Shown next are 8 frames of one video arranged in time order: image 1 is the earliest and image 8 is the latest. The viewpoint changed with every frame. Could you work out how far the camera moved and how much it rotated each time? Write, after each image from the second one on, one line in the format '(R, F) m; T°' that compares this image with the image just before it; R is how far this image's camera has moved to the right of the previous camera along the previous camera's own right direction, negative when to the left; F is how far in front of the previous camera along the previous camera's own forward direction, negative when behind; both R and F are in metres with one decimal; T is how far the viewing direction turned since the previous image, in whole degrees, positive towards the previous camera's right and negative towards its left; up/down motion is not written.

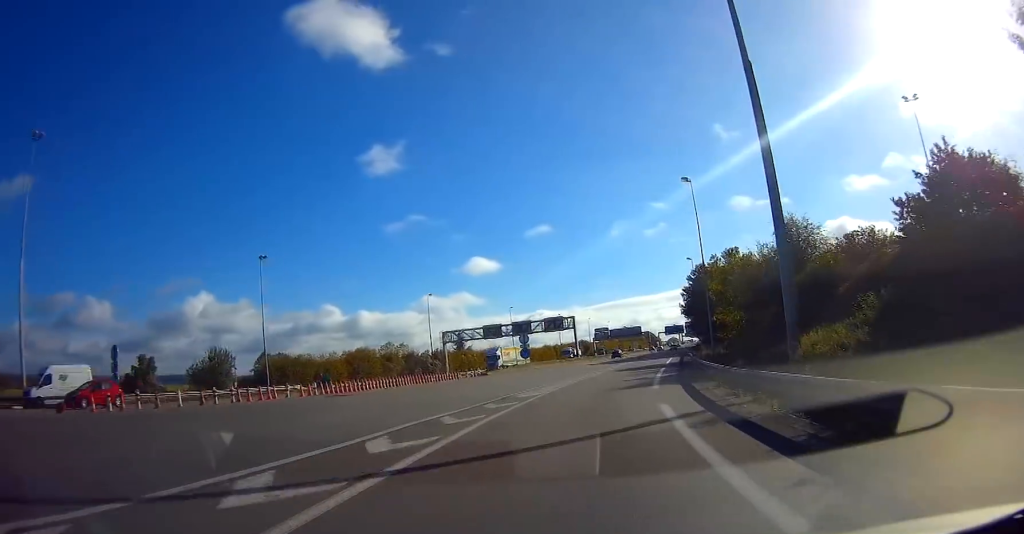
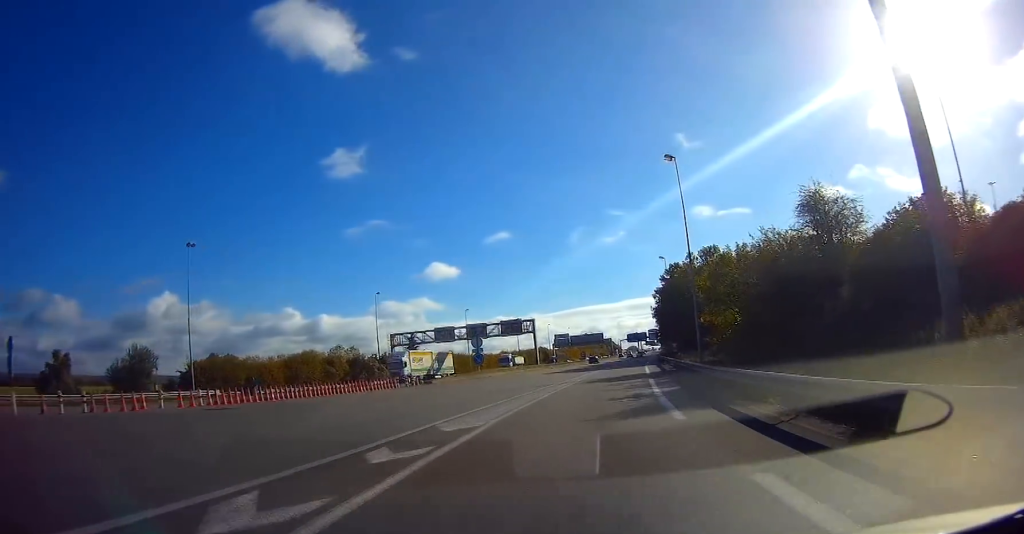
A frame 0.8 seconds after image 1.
(+0.1, +9.3) m; +3°
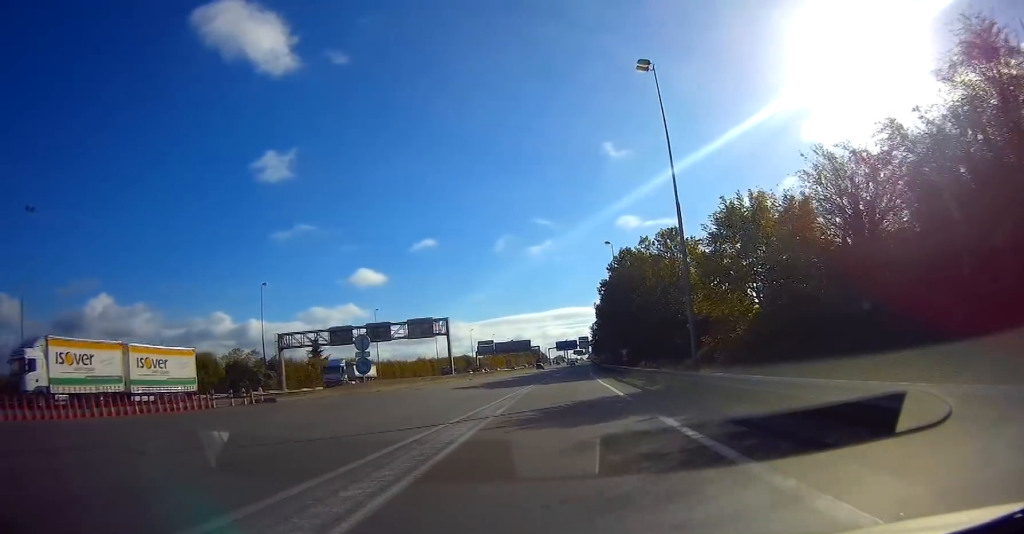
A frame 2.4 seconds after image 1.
(+1.7, +18.1) m; +8°
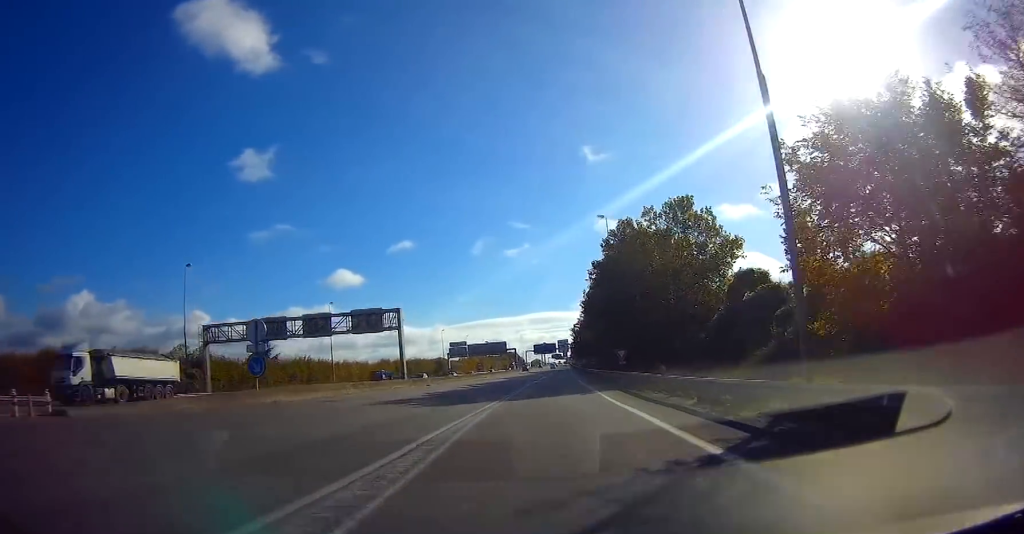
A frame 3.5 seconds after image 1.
(0.0, +14.7) m; +1°
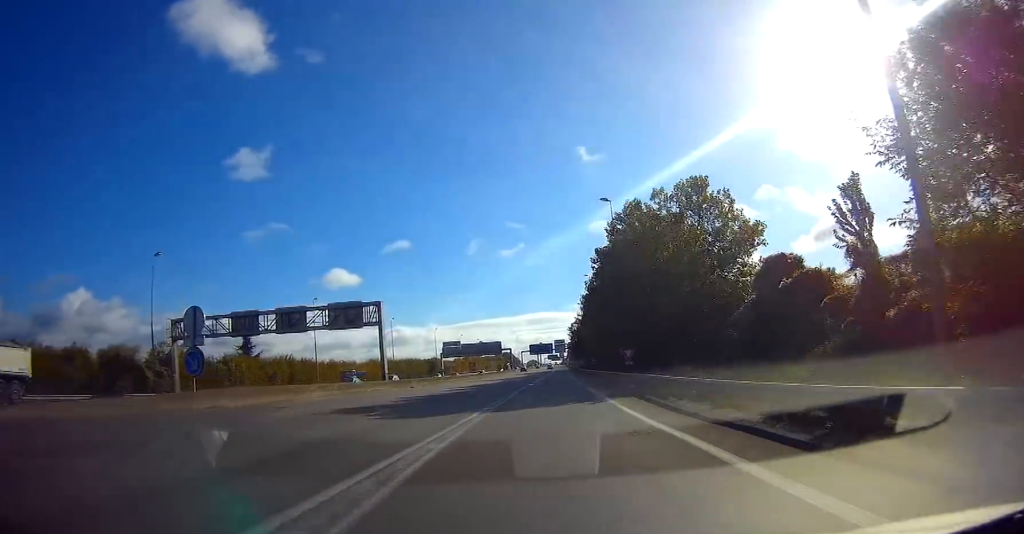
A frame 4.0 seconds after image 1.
(+0.1, +6.0) m; +1°
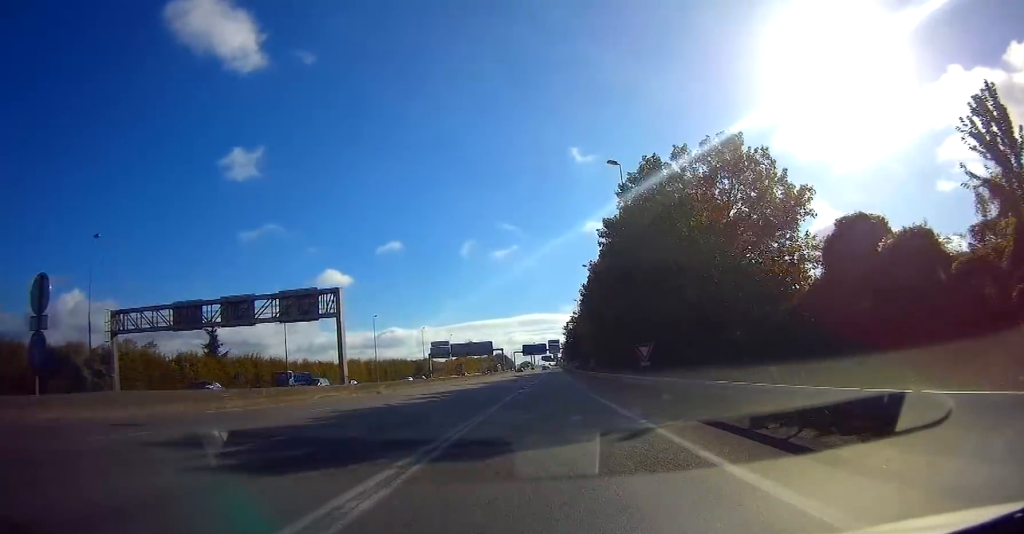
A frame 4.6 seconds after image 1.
(+0.1, +9.5) m; +1°
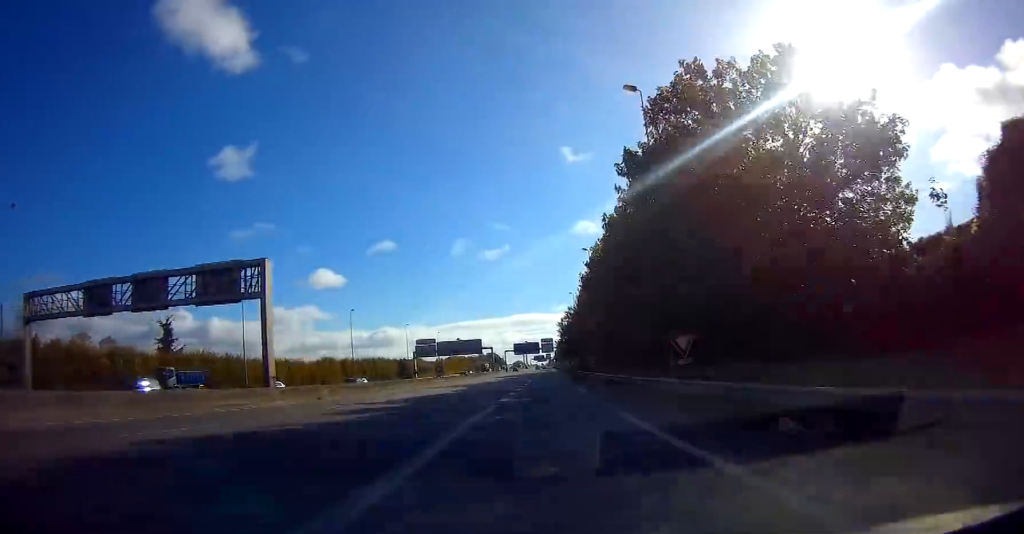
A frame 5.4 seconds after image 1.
(+0.1, +11.3) m; 0°
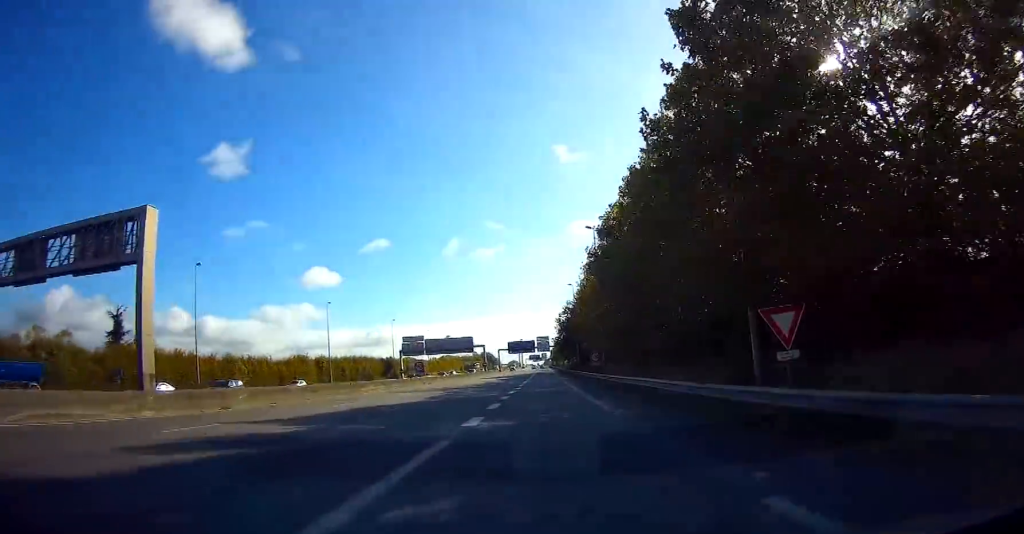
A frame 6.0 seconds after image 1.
(-0.1, +11.2) m; 0°
